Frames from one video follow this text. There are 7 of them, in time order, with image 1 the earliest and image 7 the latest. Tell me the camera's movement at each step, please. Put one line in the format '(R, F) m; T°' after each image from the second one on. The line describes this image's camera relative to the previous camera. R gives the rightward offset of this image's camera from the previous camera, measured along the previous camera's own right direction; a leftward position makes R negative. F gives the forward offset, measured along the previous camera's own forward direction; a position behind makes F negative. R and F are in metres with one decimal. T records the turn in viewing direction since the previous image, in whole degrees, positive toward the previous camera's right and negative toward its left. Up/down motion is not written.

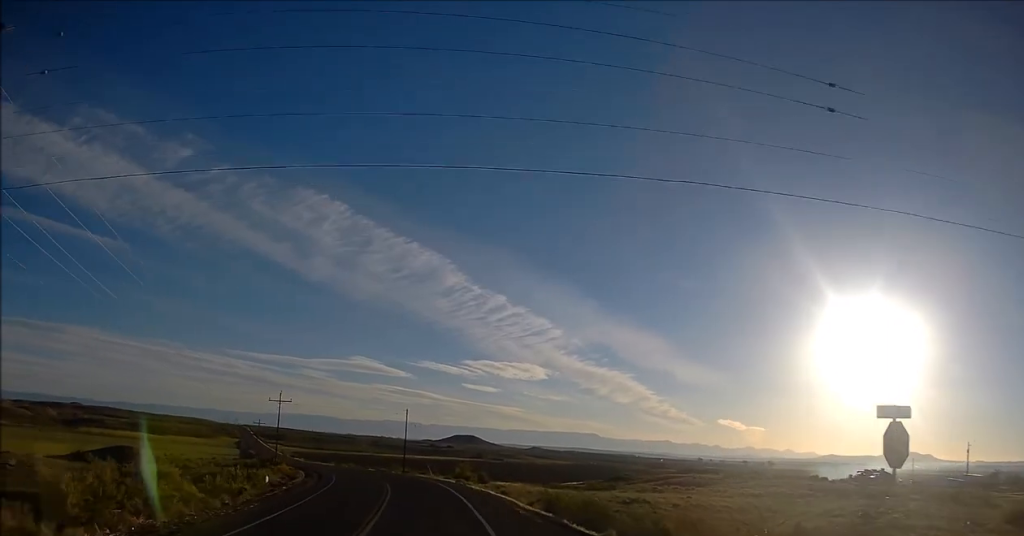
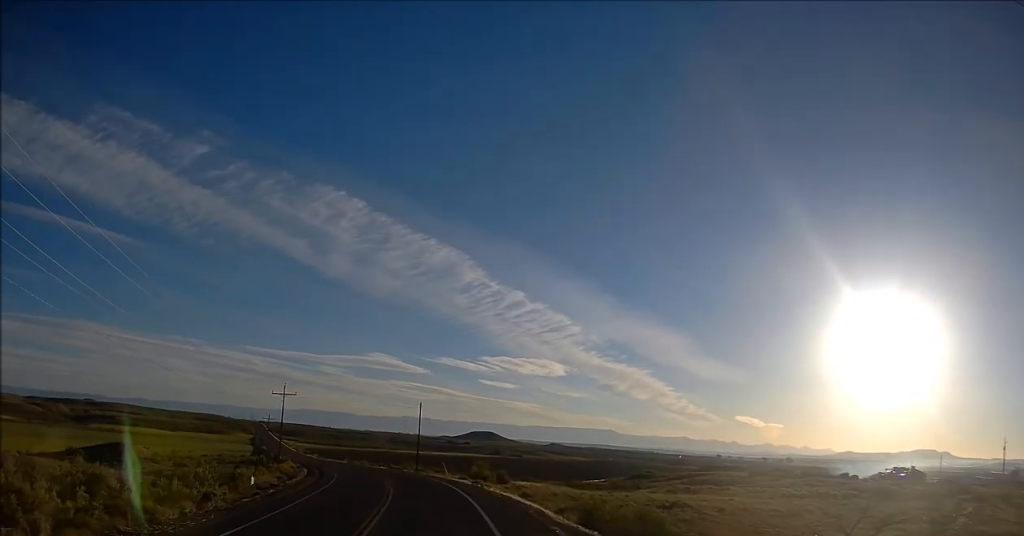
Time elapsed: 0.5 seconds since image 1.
(+0.2, +6.2) m; -1°
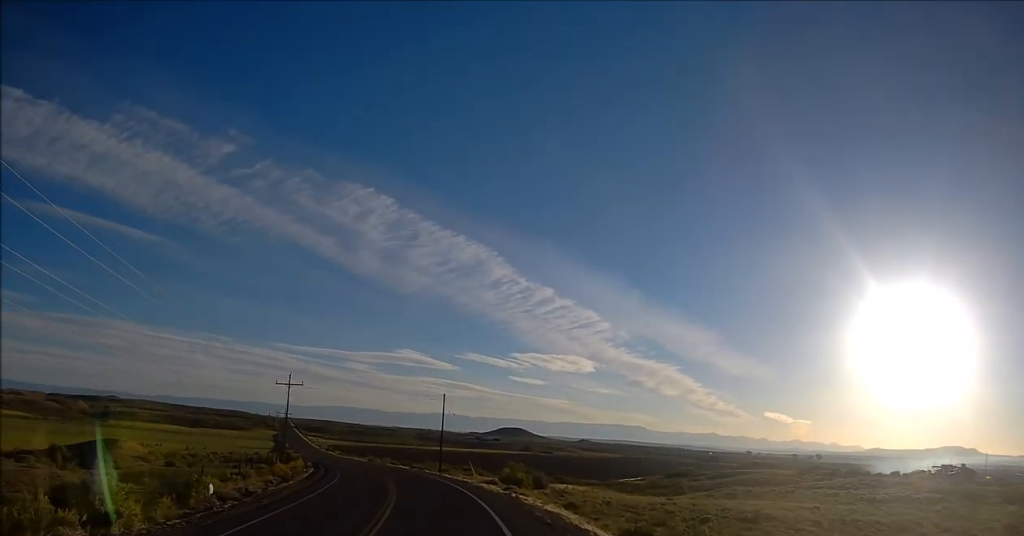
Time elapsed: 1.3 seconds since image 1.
(-0.4, +9.7) m; -3°
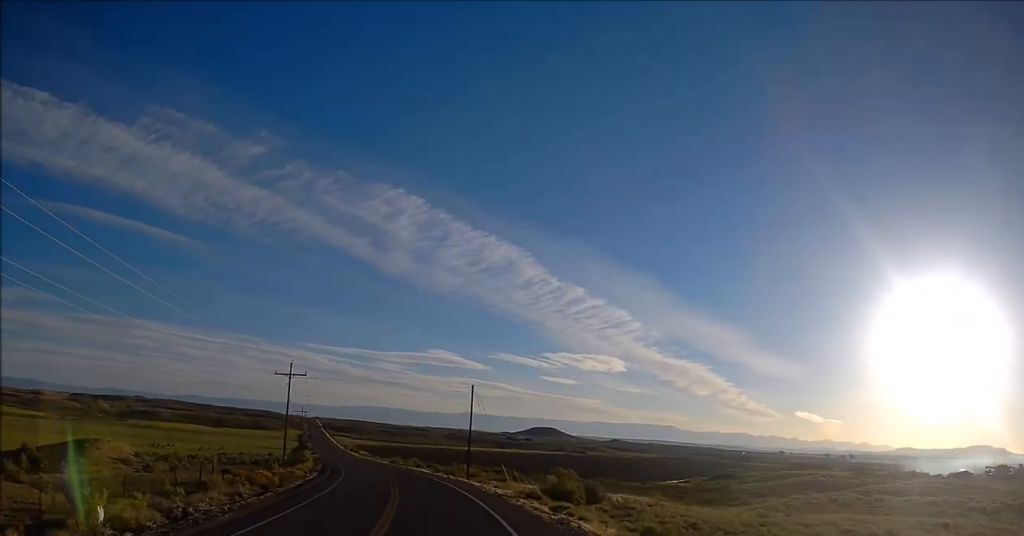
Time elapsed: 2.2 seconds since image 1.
(-0.4, +10.8) m; -3°
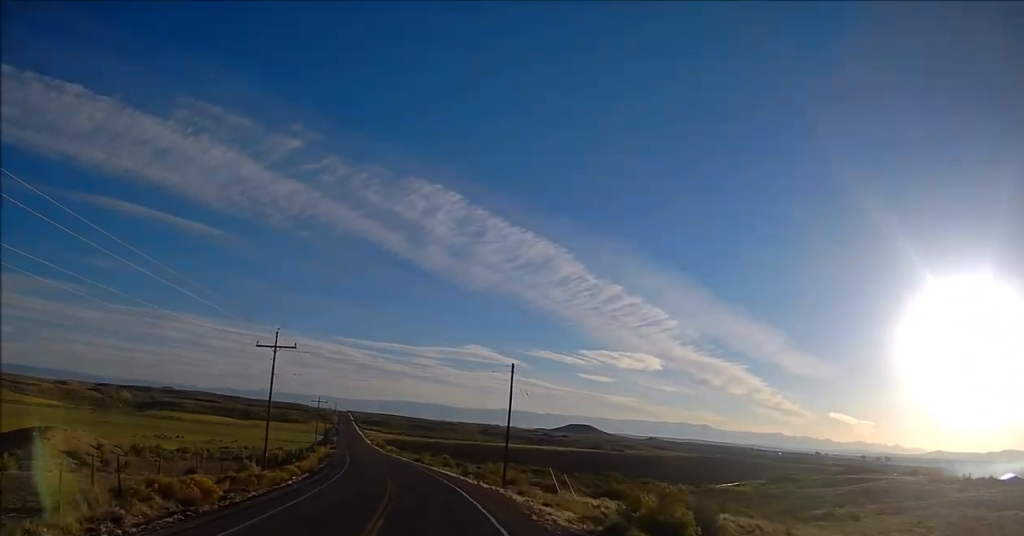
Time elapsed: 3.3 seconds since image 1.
(-0.3, +14.8) m; -3°
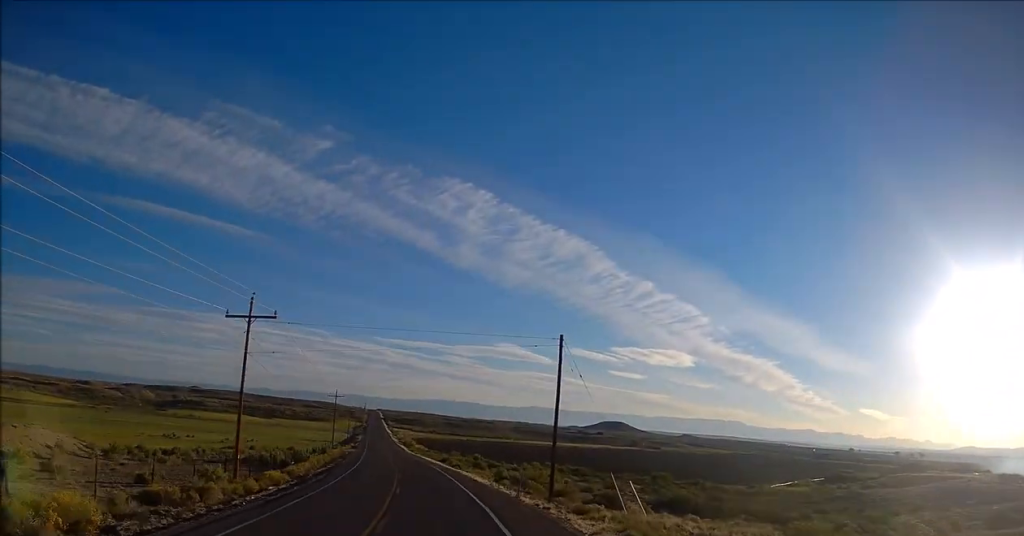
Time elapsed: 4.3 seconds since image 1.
(-0.3, +12.7) m; -3°
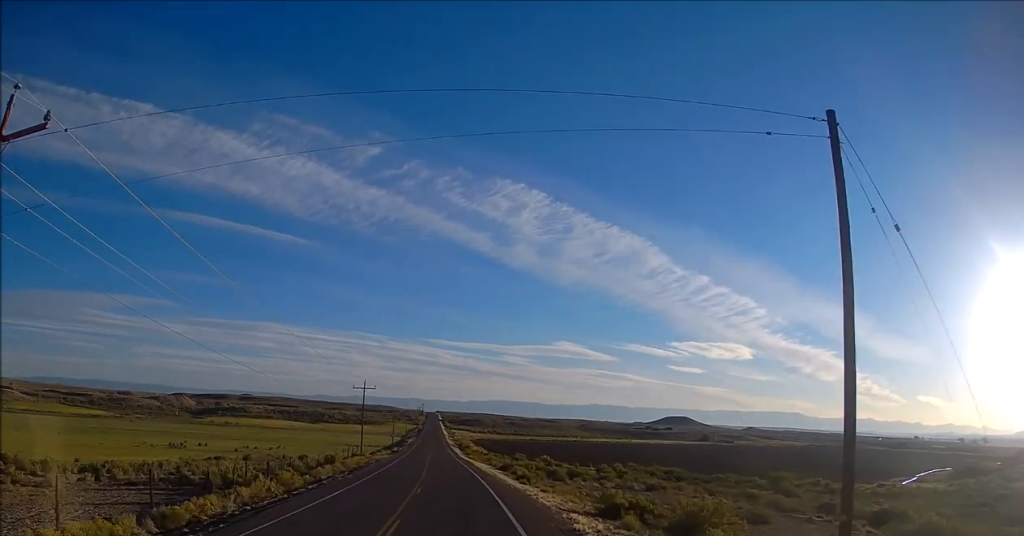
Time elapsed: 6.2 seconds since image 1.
(-1.4, +25.6) m; -4°
